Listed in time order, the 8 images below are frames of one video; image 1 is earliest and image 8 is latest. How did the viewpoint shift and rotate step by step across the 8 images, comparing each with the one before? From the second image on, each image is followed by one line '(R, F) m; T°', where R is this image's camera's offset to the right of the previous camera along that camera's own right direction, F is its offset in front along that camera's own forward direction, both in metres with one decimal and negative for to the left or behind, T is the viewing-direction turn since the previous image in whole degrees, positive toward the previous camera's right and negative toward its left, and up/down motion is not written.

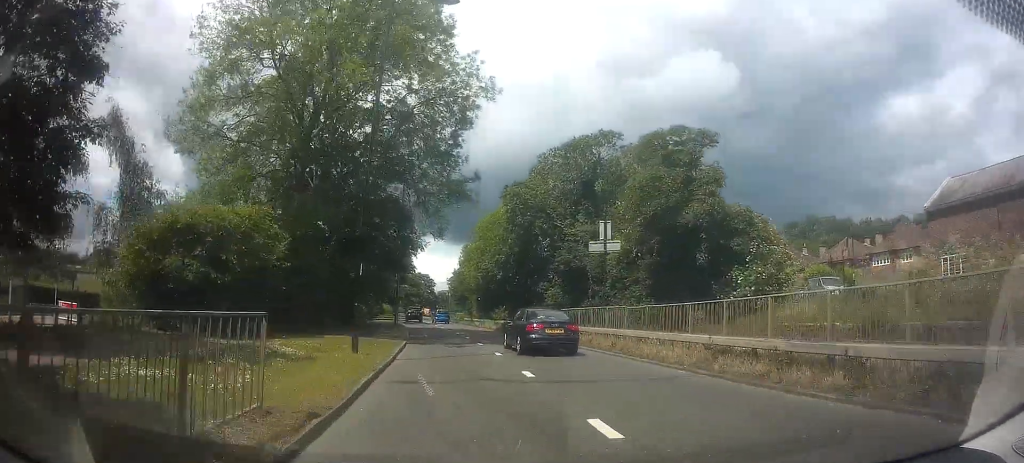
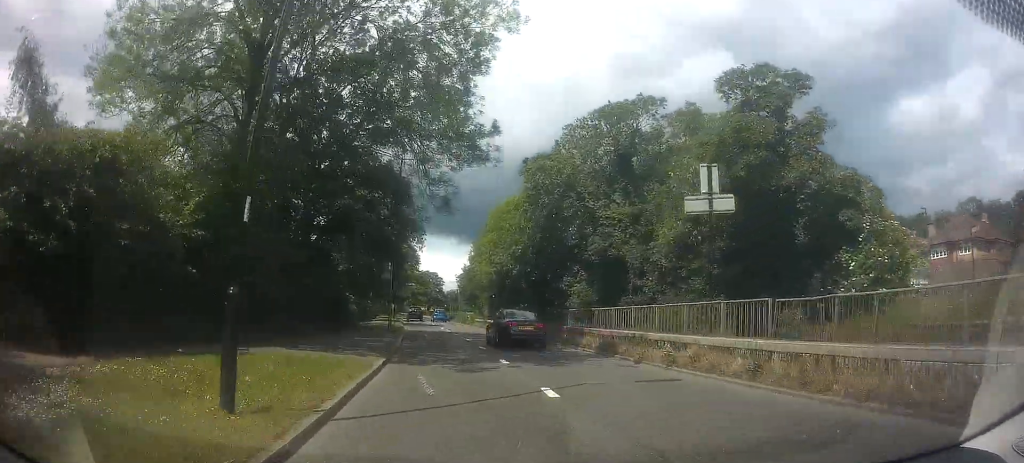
(0.0, +8.4) m; 0°
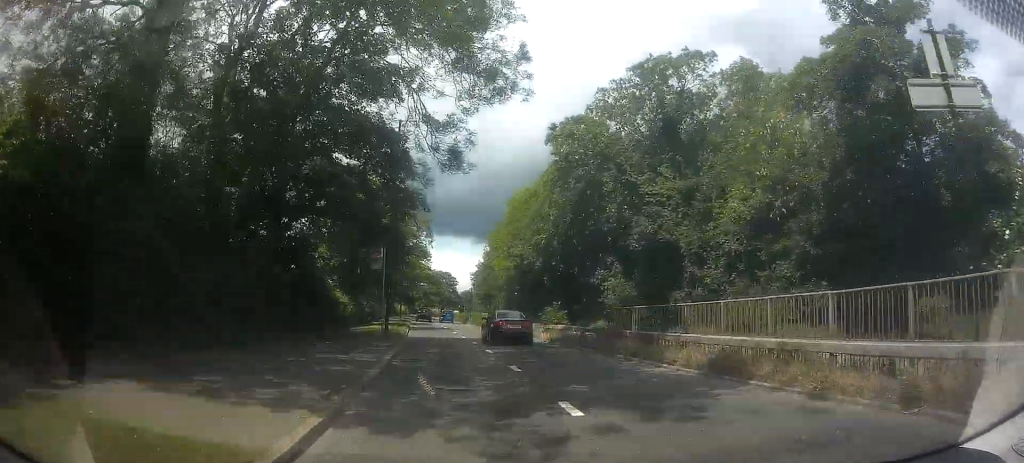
(0.0, +7.2) m; 0°
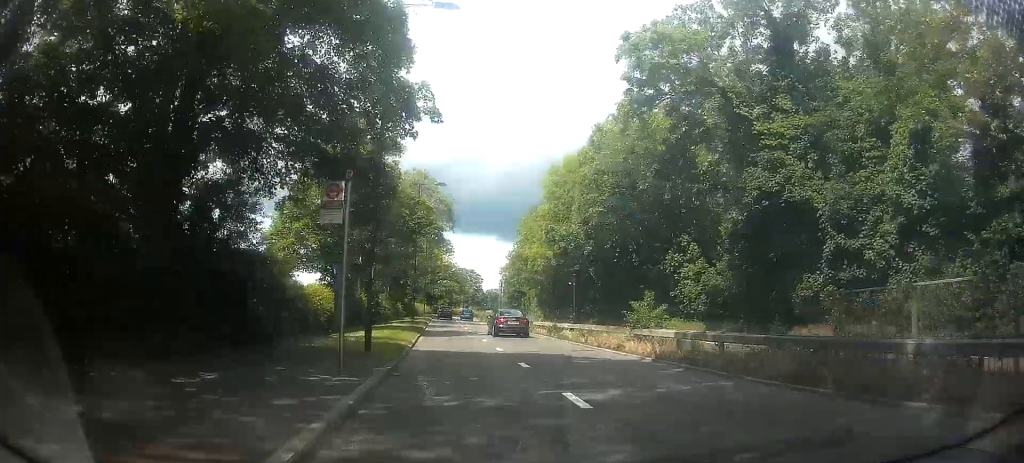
(0.0, +10.7) m; -1°
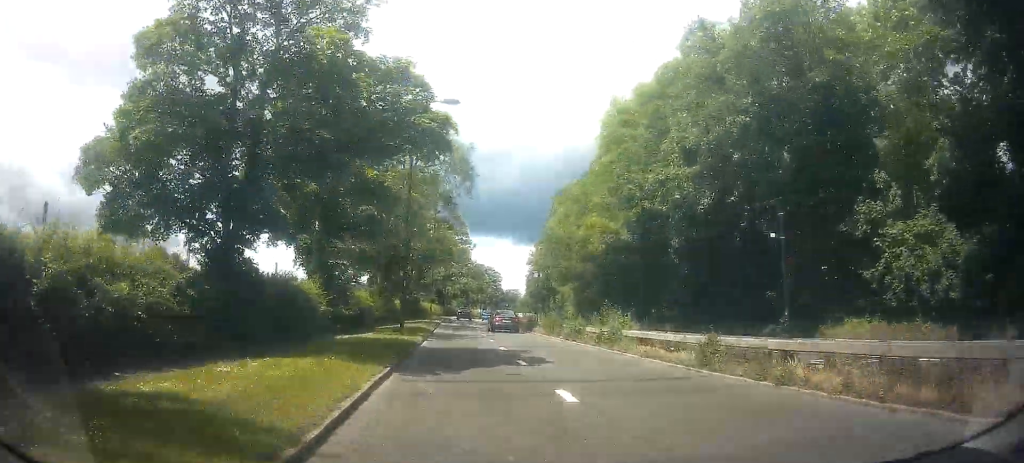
(-0.7, +16.3) m; -4°
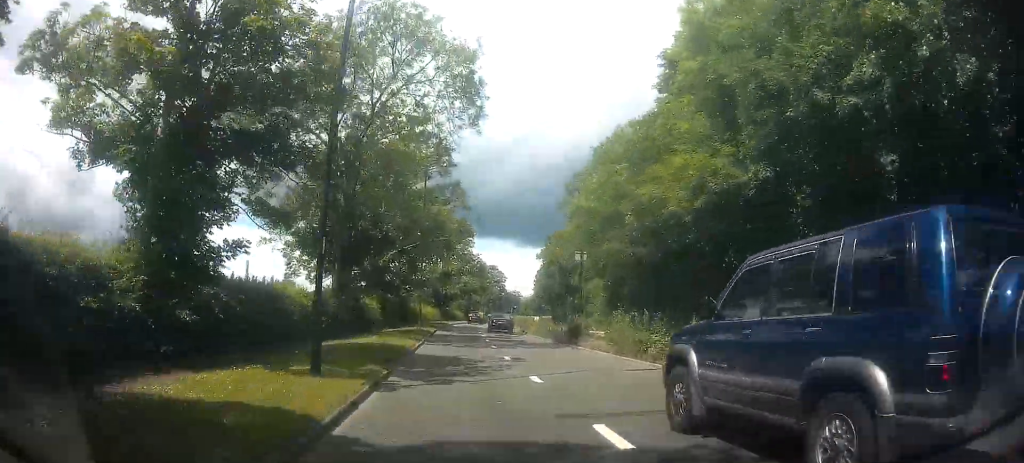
(-0.1, +14.0) m; -1°
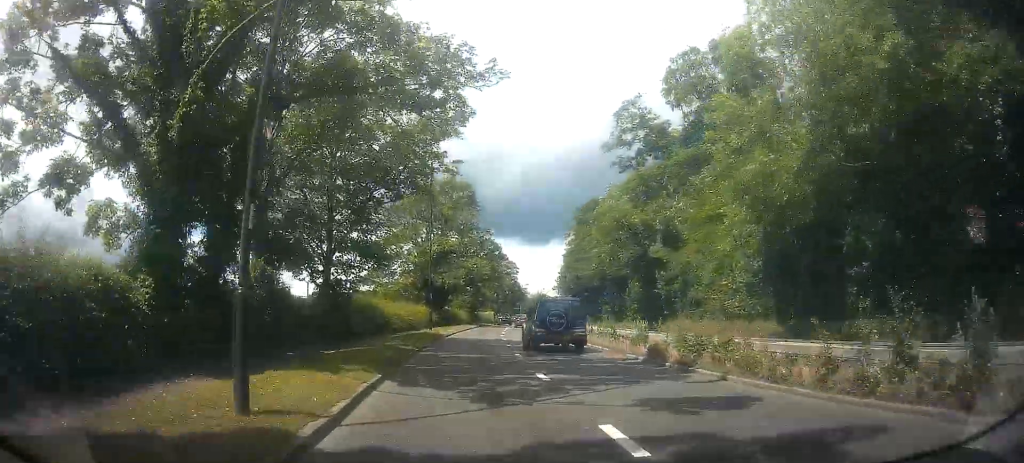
(-0.7, +28.2) m; 0°
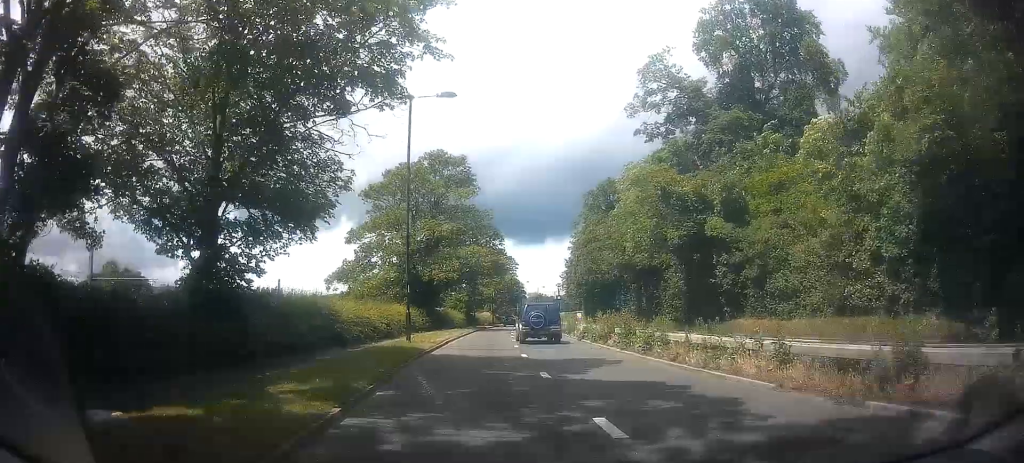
(+0.2, +10.8) m; +1°
